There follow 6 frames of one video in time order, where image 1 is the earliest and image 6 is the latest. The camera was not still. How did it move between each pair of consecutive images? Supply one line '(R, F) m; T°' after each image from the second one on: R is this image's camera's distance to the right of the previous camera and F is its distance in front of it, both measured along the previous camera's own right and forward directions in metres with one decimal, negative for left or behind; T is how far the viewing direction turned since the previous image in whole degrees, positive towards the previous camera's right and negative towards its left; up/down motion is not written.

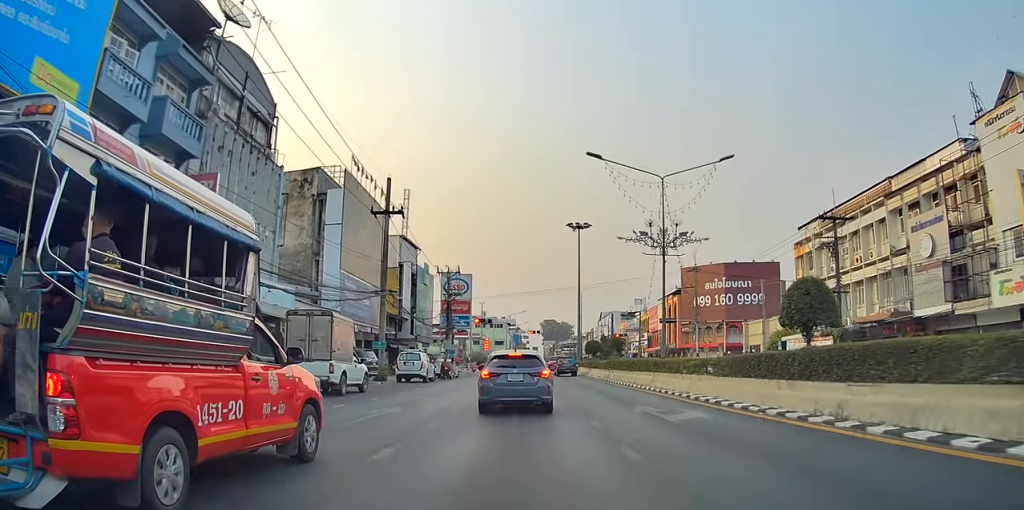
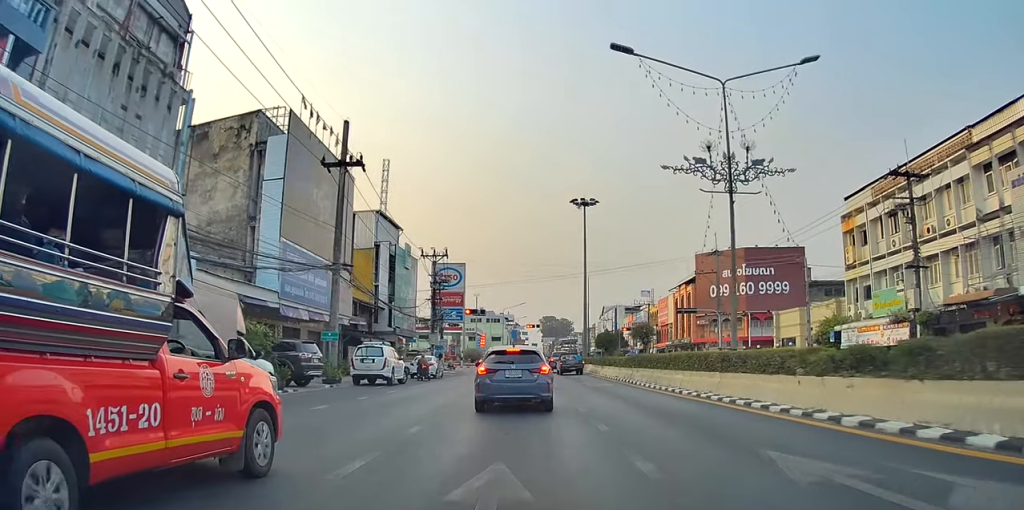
(-0.3, +9.9) m; +2°
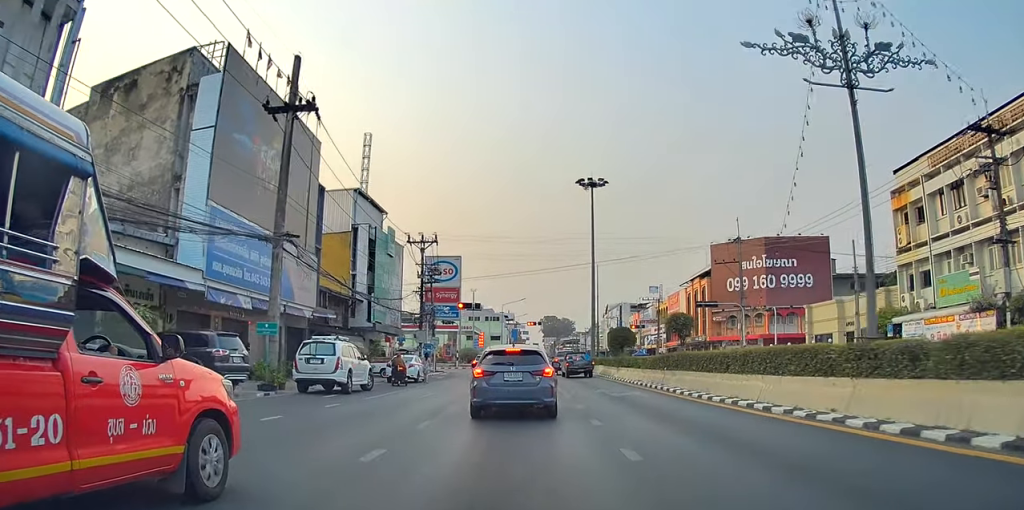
(+0.4, +7.6) m; 0°
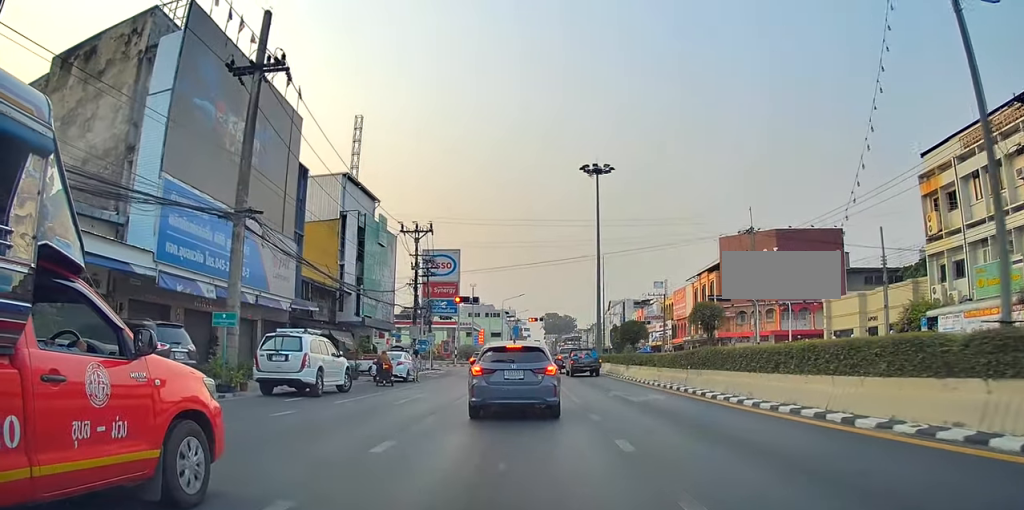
(+0.1, +3.9) m; -4°
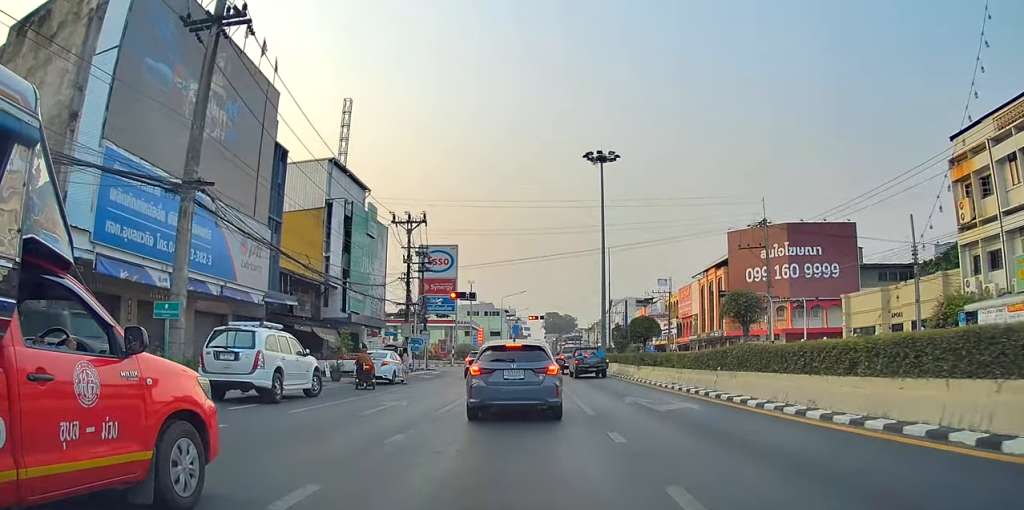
(-0.3, +4.0) m; -2°
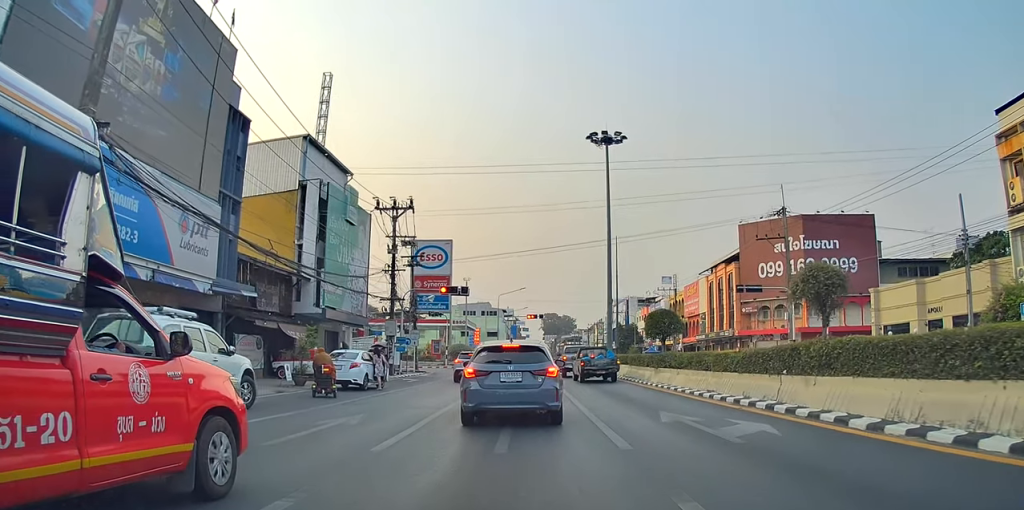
(-0.3, +6.4) m; 0°
